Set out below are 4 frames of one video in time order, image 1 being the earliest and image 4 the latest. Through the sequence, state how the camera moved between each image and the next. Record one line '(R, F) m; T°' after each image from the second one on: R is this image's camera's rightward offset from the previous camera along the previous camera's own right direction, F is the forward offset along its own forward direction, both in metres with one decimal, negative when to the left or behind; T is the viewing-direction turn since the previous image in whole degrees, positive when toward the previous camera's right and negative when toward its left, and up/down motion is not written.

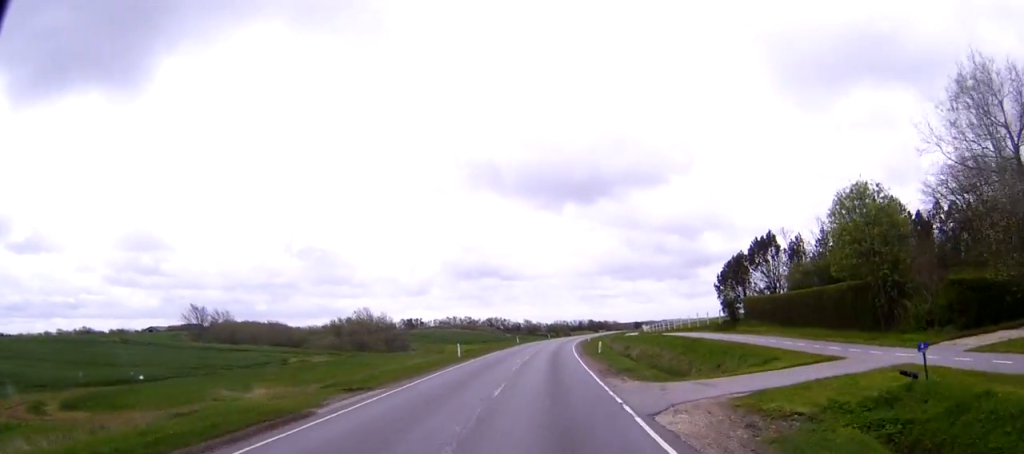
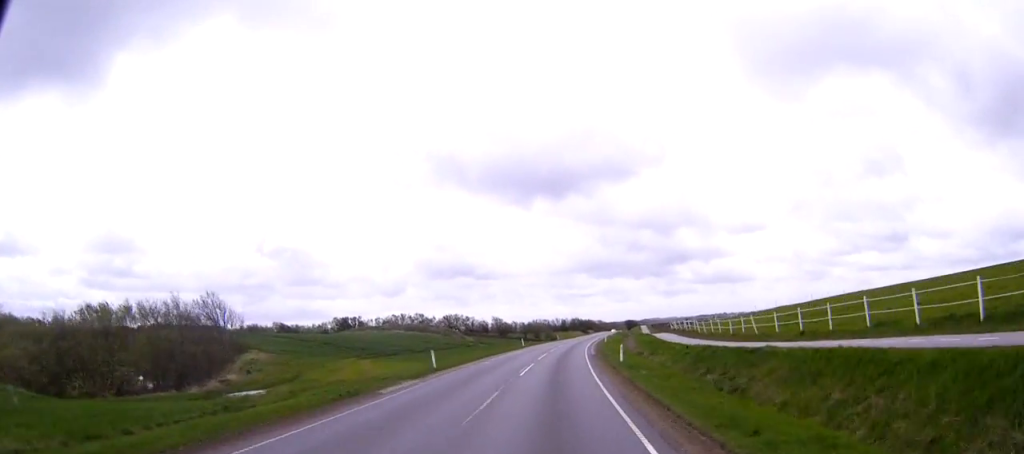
(+0.9, +62.4) m; +1°
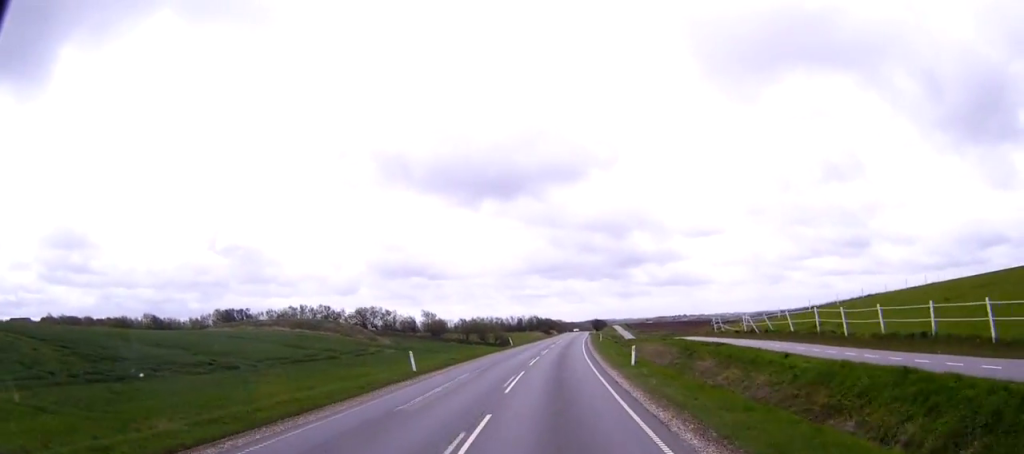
(+0.9, +55.0) m; +3°
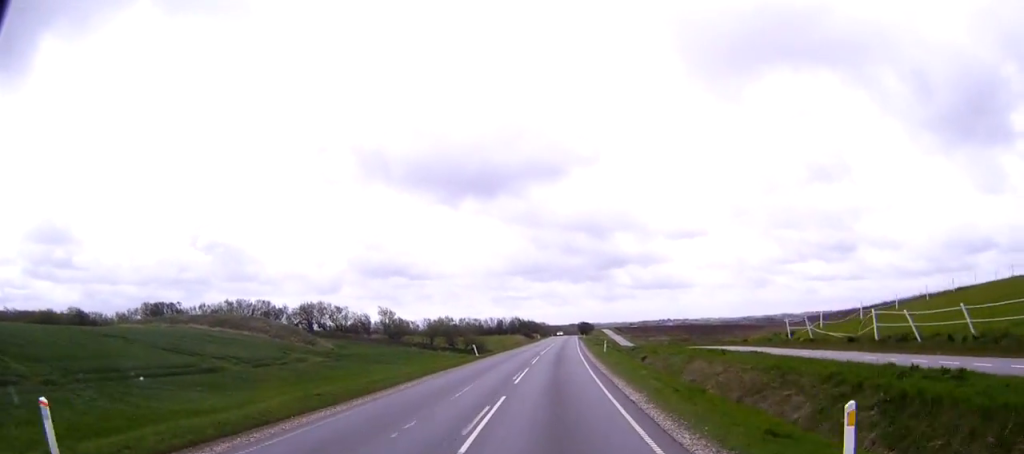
(+0.3, +25.1) m; +1°
